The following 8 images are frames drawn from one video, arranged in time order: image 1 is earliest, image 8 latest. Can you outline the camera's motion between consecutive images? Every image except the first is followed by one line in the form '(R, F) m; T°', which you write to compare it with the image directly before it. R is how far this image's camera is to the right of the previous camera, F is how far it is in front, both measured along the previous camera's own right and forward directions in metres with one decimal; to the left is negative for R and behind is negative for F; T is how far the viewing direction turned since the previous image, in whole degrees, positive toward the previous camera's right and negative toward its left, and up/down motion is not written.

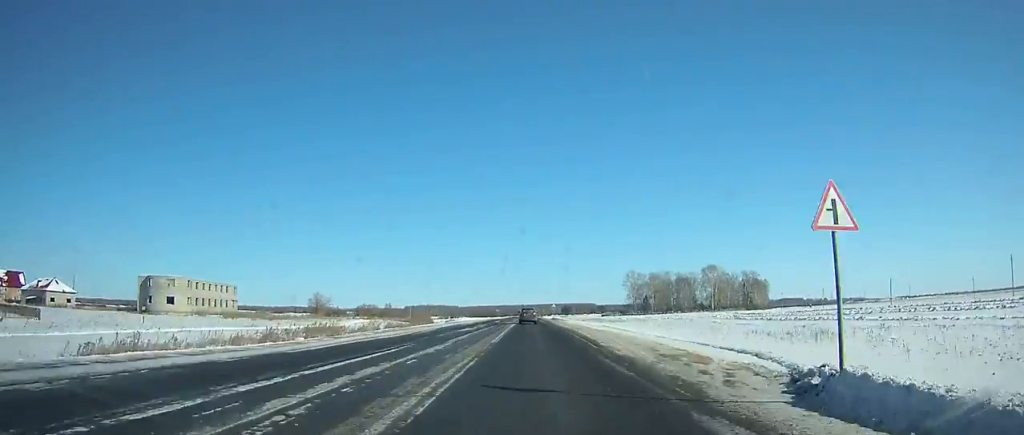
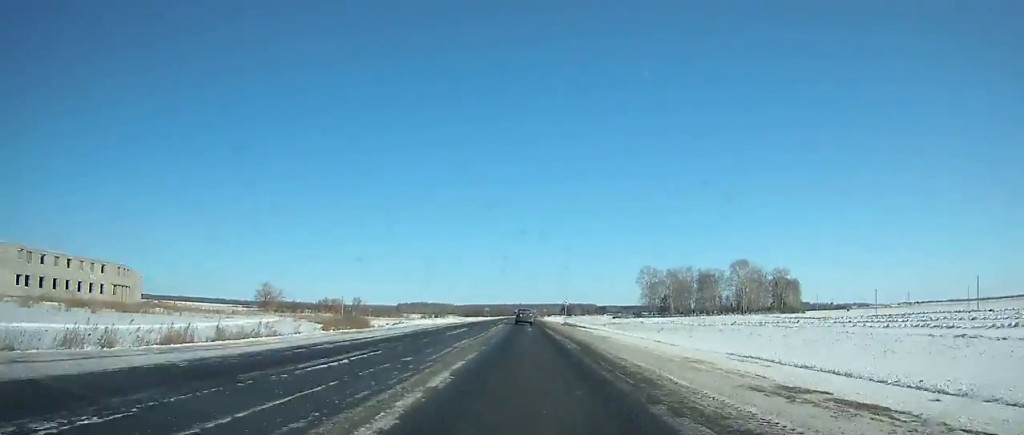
(+0.1, +43.3) m; 0°
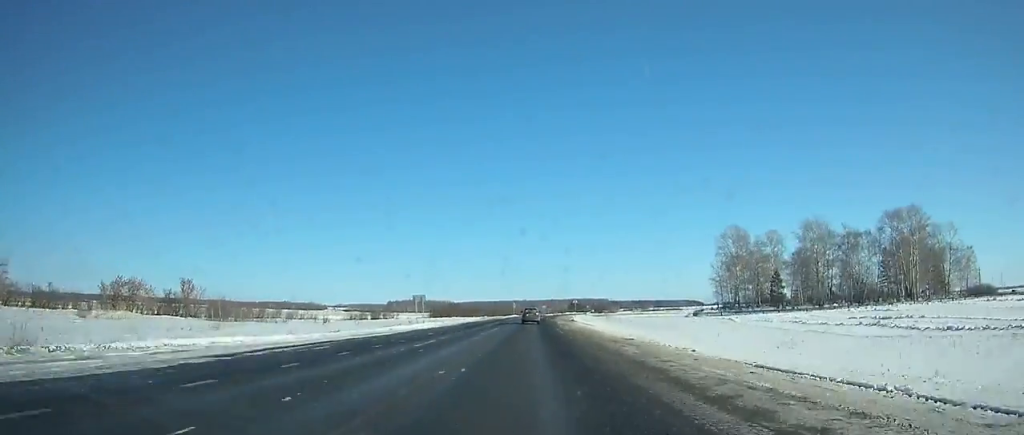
(-0.5, +109.1) m; 0°
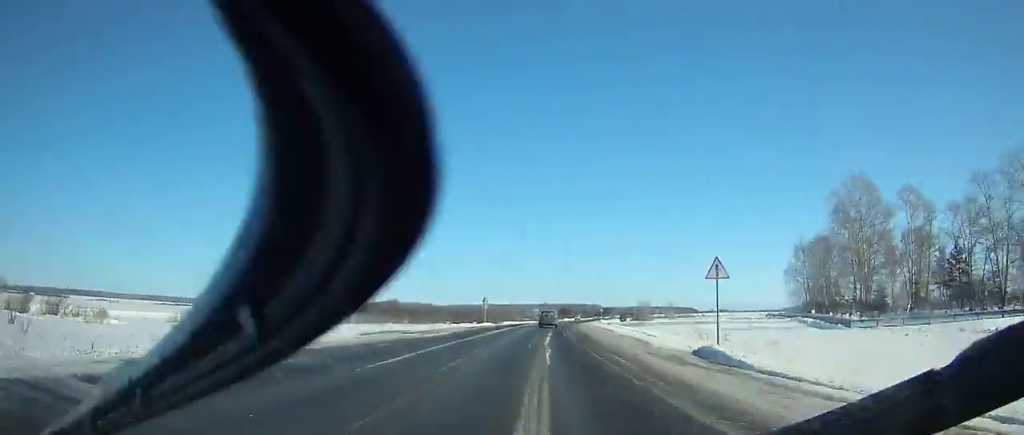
(+0.6, +67.2) m; +2°
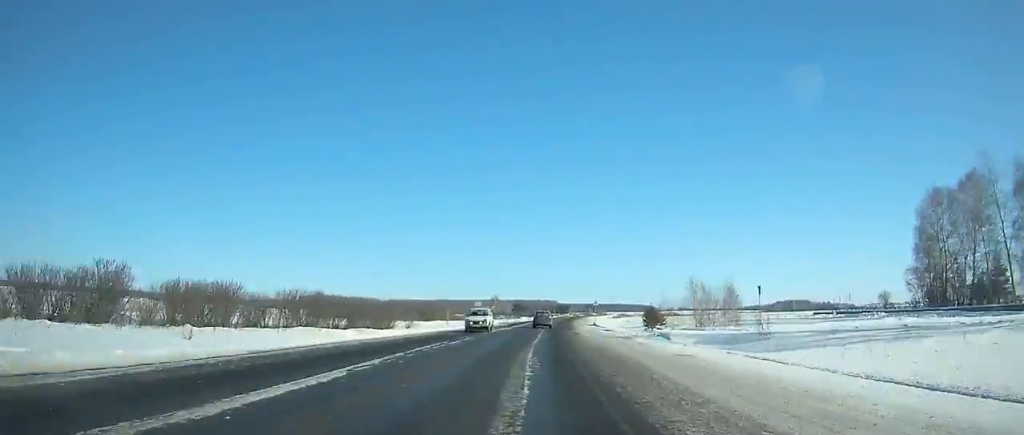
(+1.9, +68.2) m; +4°
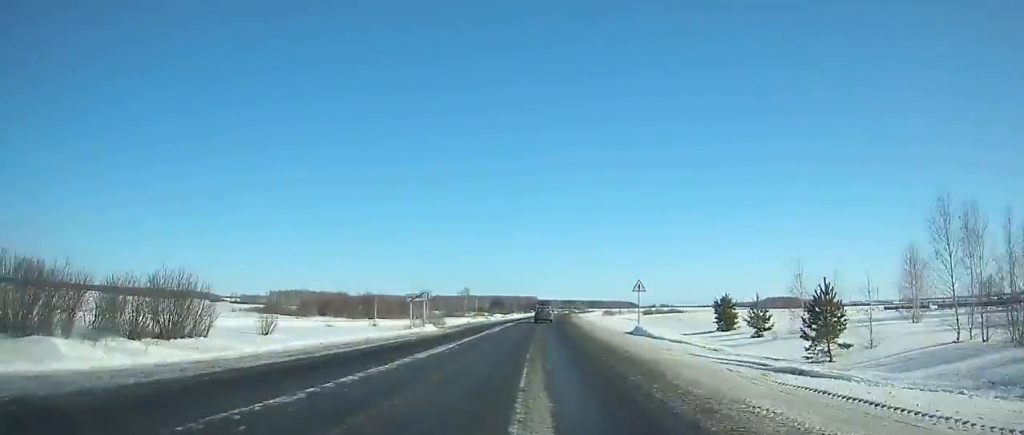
(+0.9, +40.5) m; +2°
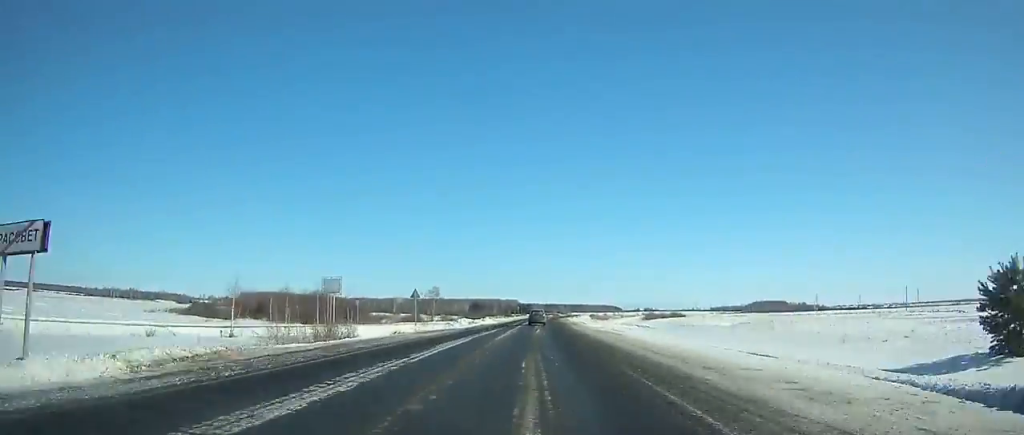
(+0.2, +32.8) m; +2°
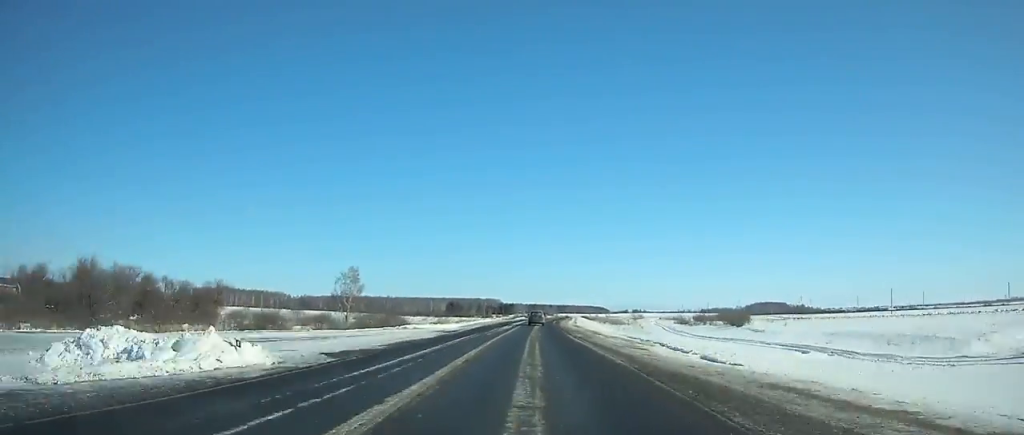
(+1.7, +71.7) m; +2°
